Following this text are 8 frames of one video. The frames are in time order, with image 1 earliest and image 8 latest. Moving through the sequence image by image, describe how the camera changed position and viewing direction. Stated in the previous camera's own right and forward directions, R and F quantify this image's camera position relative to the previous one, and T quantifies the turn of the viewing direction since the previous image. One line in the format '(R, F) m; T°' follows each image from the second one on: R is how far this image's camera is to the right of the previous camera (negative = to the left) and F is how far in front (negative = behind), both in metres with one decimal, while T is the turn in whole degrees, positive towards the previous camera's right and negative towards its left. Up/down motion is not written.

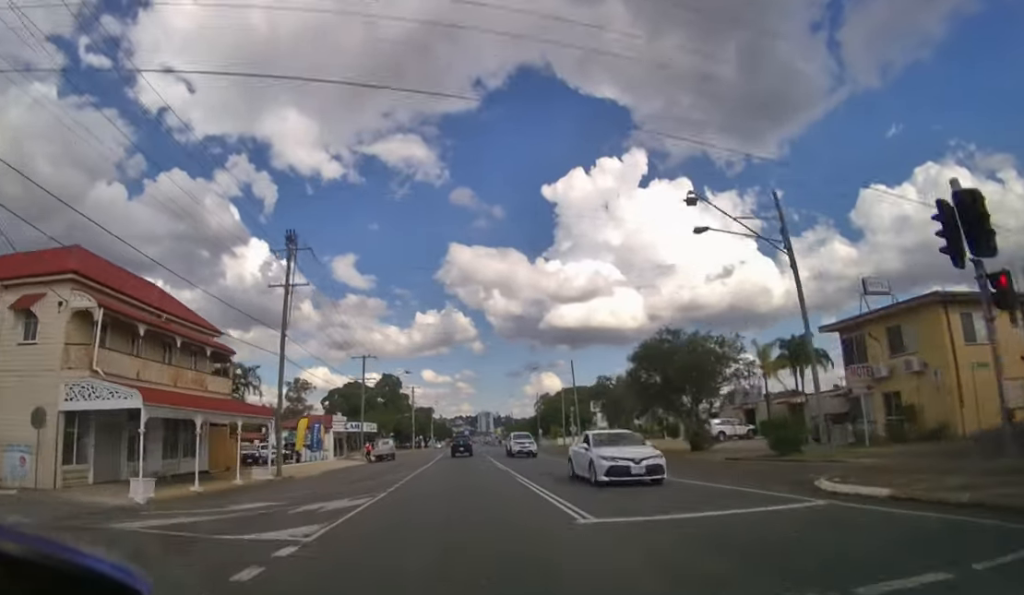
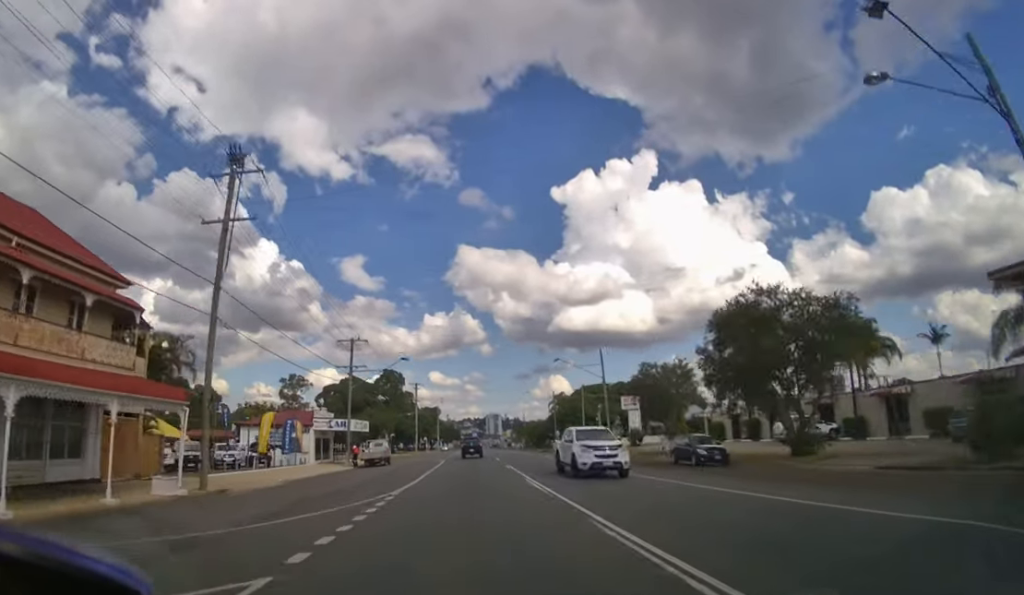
(0.0, +7.9) m; 0°
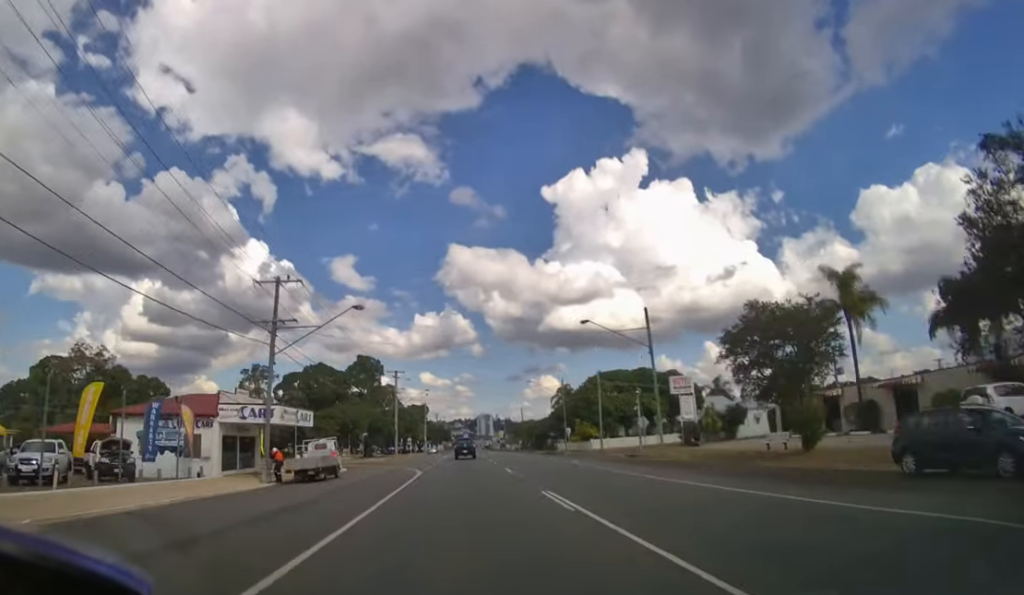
(0.0, +13.6) m; 0°
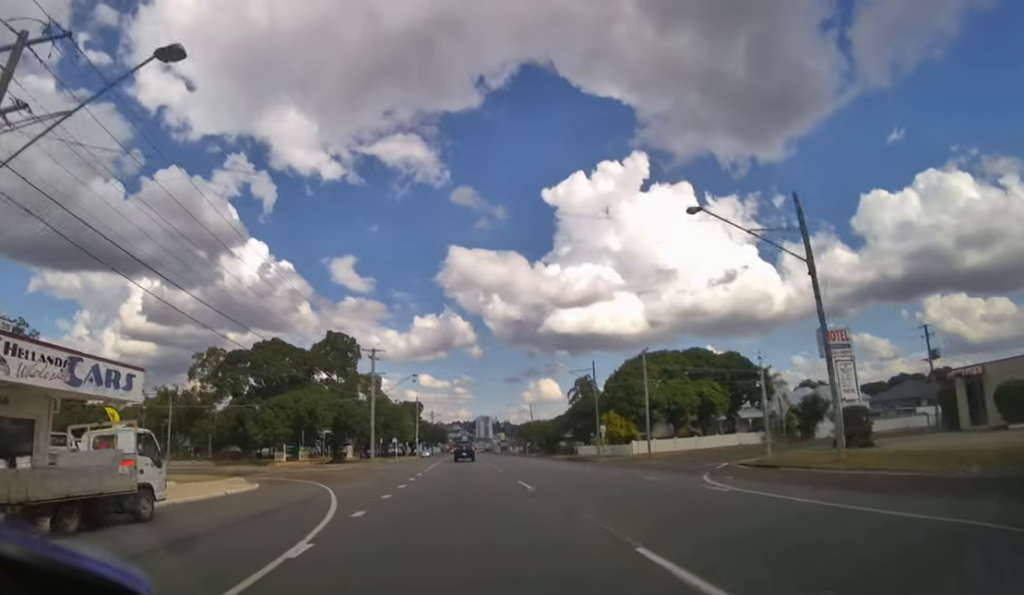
(0.0, +18.7) m; 0°
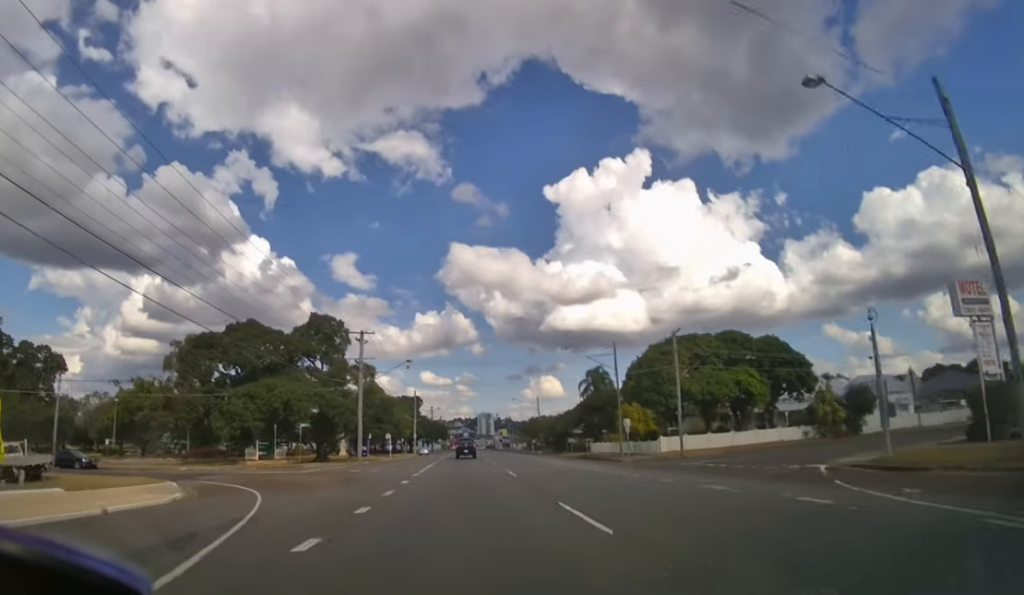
(0.0, +7.8) m; 0°
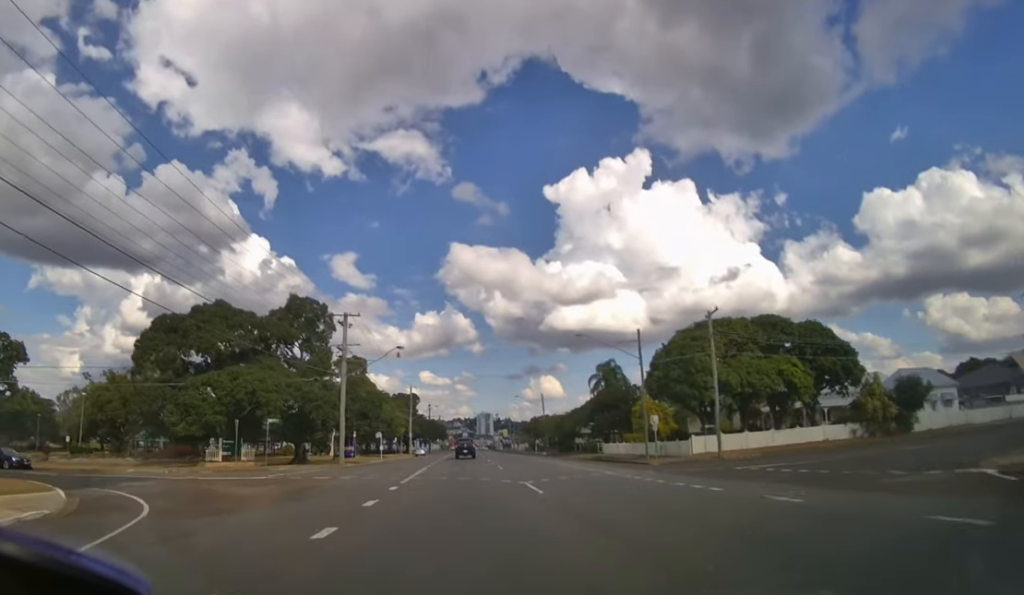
(0.0, +8.5) m; 0°
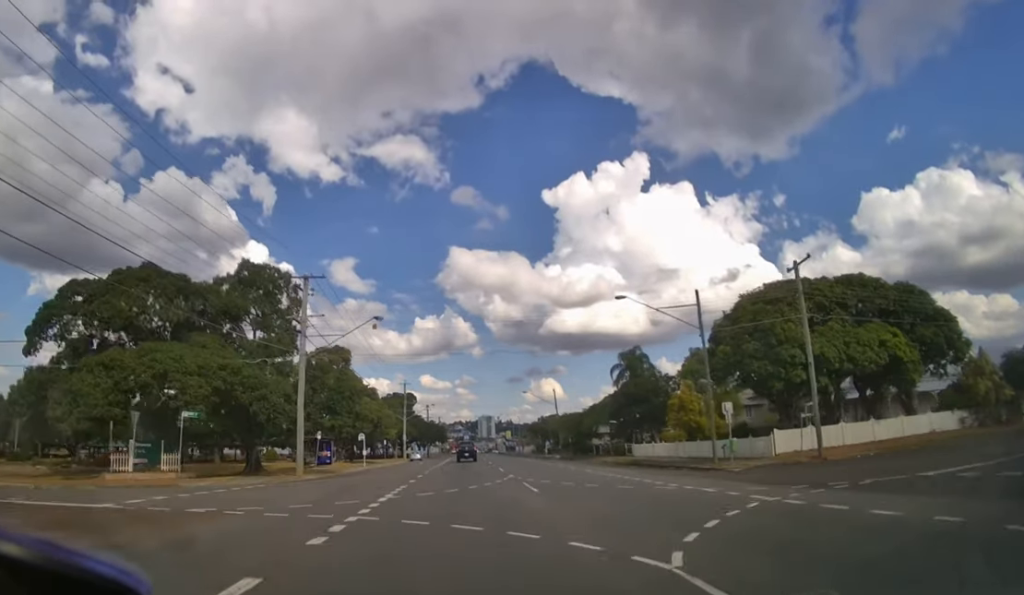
(0.0, +12.8) m; 0°
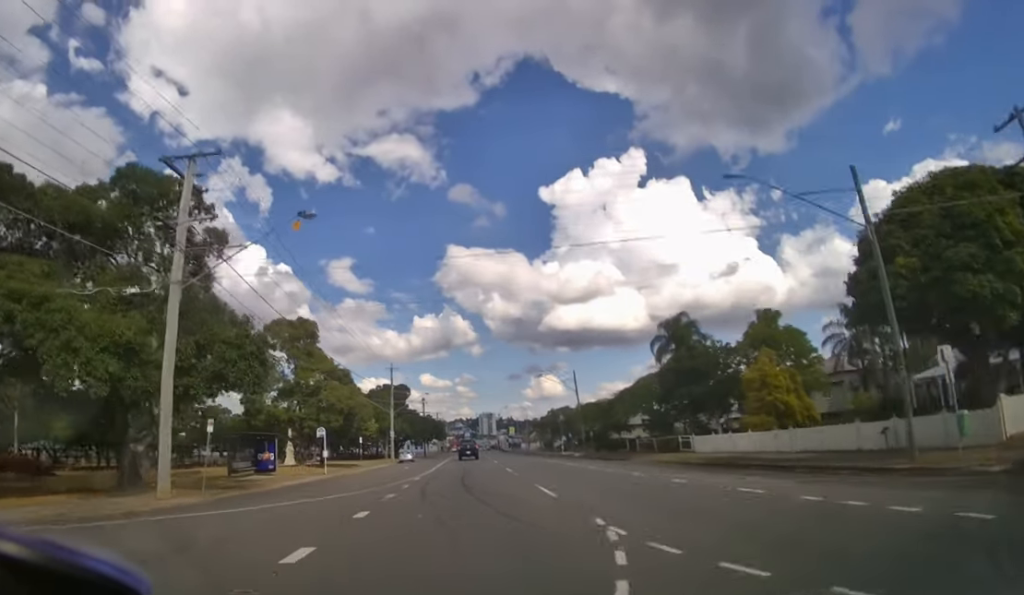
(0.0, +15.7) m; 0°
